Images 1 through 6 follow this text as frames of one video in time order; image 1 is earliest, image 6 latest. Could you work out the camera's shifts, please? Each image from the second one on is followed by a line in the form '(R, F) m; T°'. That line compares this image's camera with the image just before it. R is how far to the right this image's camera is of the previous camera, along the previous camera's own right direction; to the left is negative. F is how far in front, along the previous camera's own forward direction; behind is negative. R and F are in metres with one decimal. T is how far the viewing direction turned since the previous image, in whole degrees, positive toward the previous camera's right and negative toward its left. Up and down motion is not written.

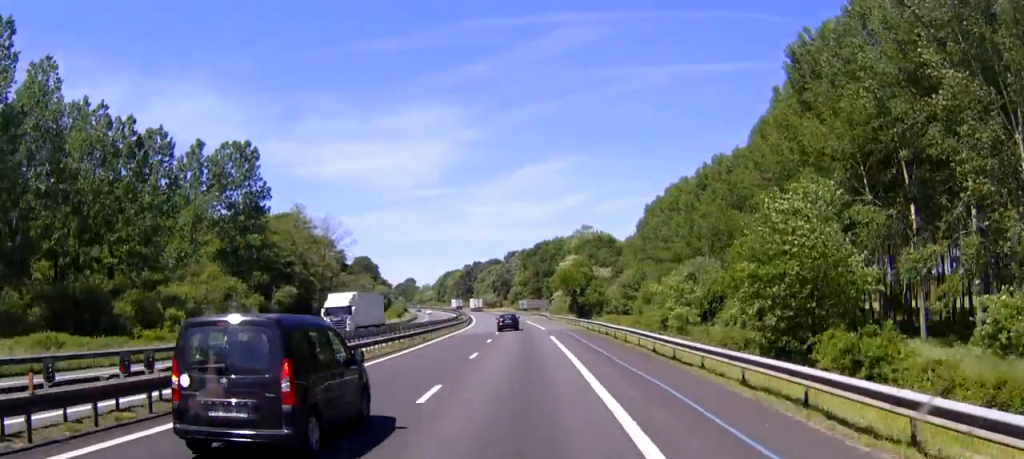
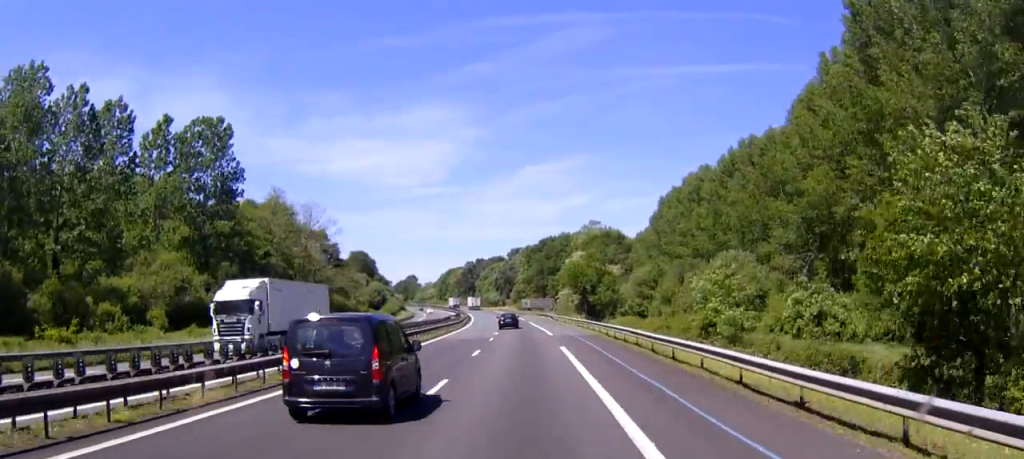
(0.0, +11.7) m; 0°
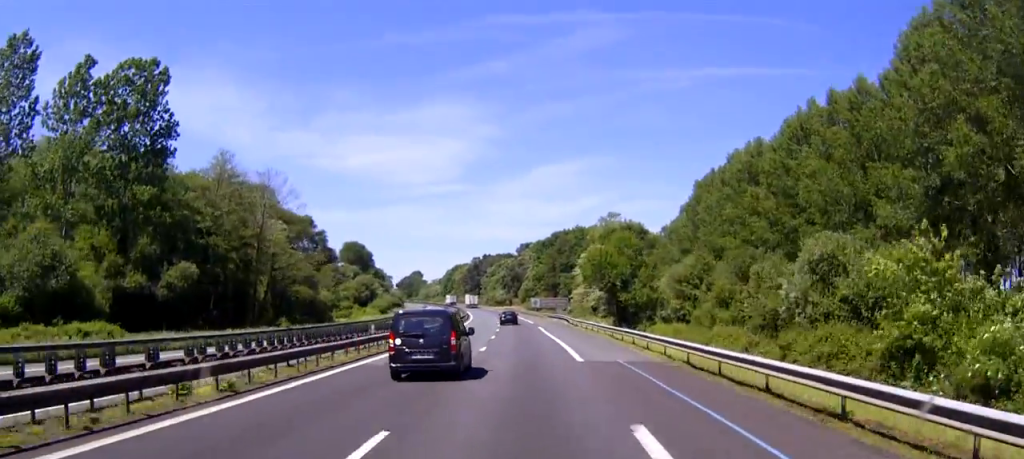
(-0.2, +21.6) m; -1°
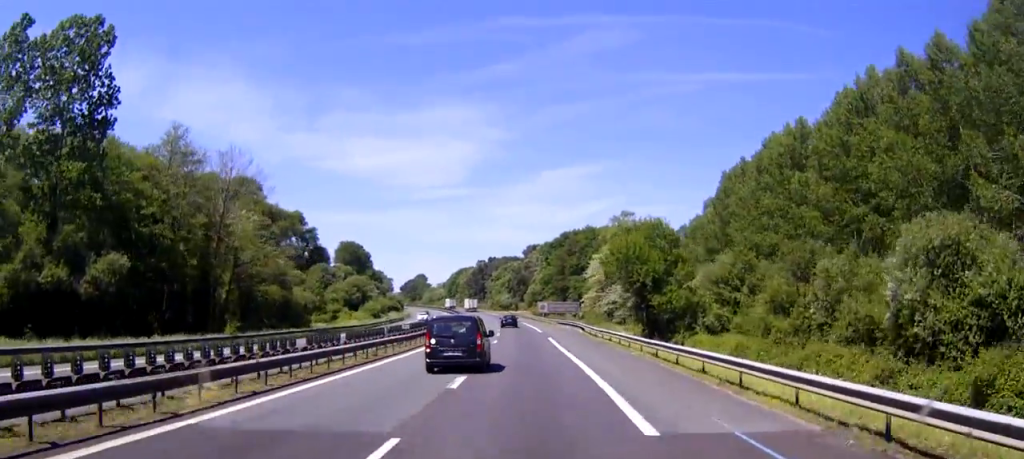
(-0.1, +13.3) m; 0°
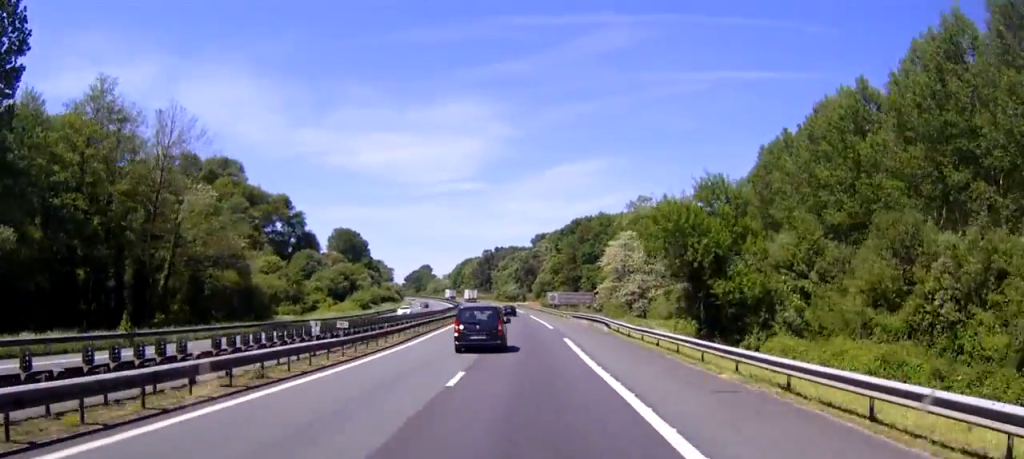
(0.0, +15.0) m; -1°
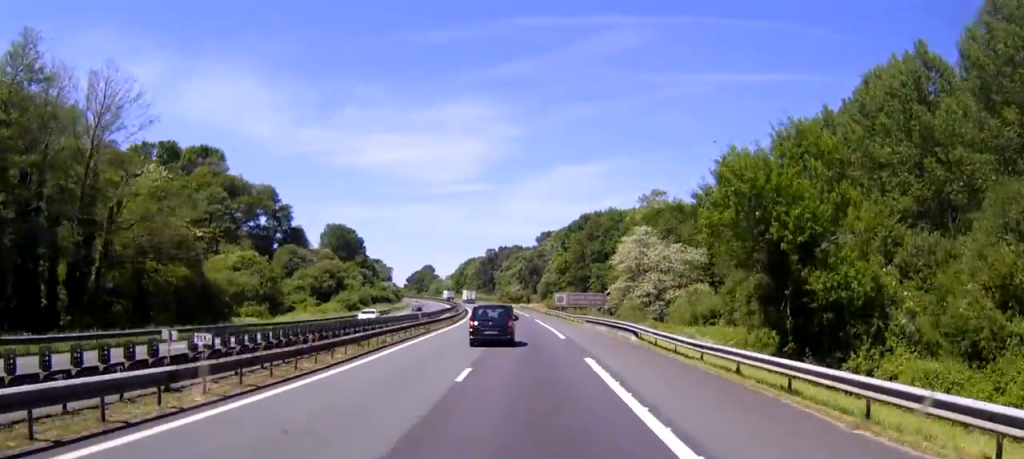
(+0.1, +11.6) m; -1°
